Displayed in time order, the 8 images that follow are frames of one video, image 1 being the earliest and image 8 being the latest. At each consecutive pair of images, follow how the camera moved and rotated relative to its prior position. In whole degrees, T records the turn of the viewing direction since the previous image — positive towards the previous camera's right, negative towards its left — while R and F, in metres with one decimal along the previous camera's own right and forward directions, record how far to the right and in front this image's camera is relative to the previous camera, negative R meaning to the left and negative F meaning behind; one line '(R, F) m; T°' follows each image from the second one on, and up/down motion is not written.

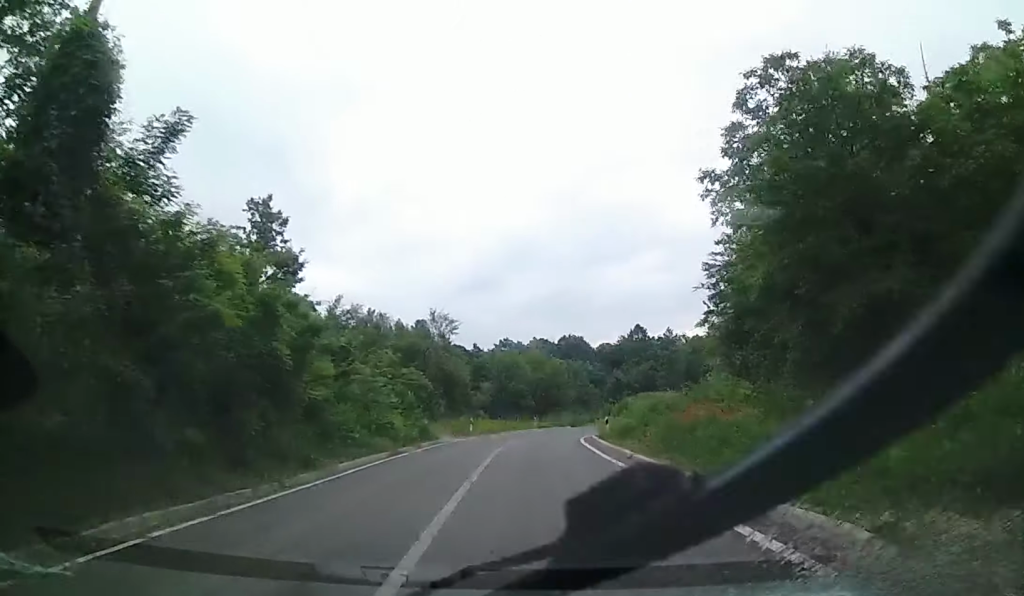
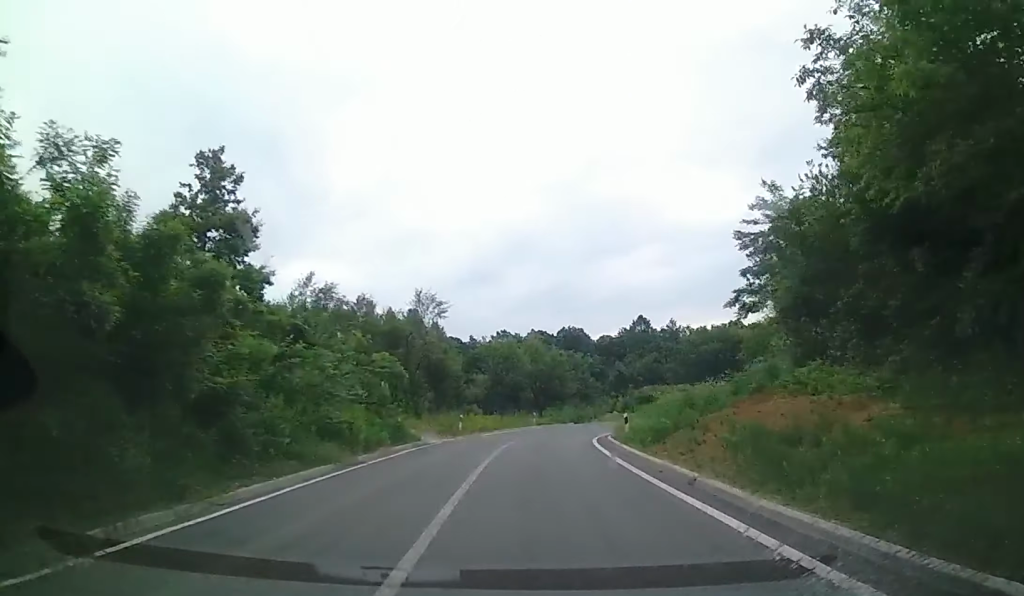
(0.0, +6.1) m; 0°
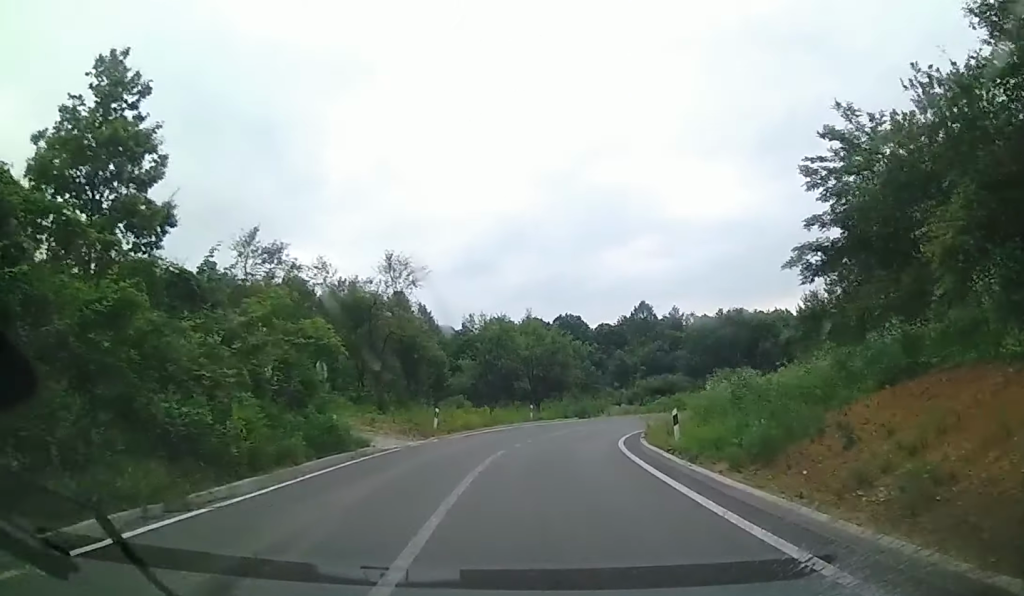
(-0.4, +8.3) m; -2°
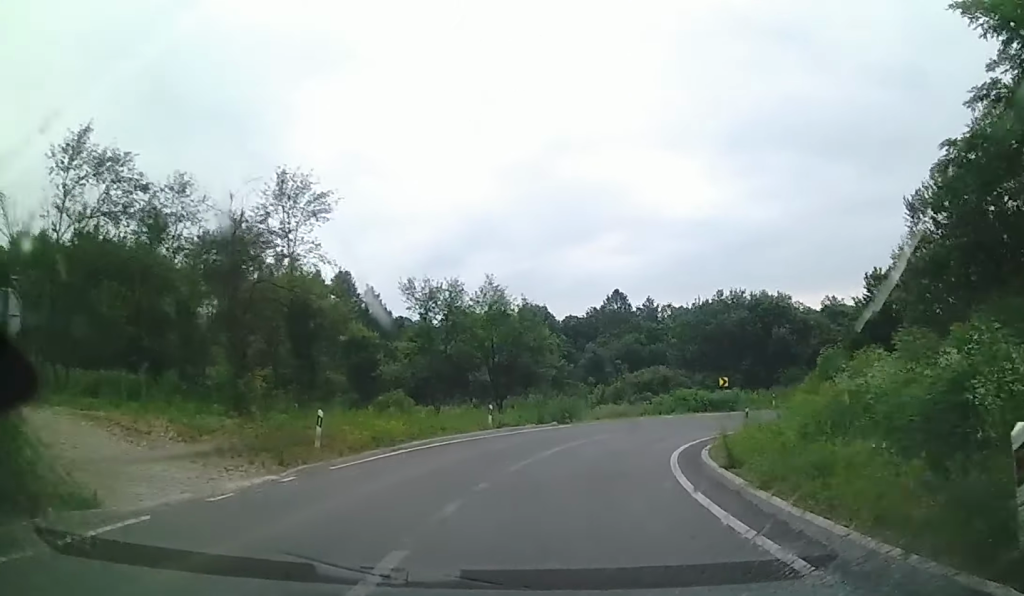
(-0.1, +12.1) m; +5°
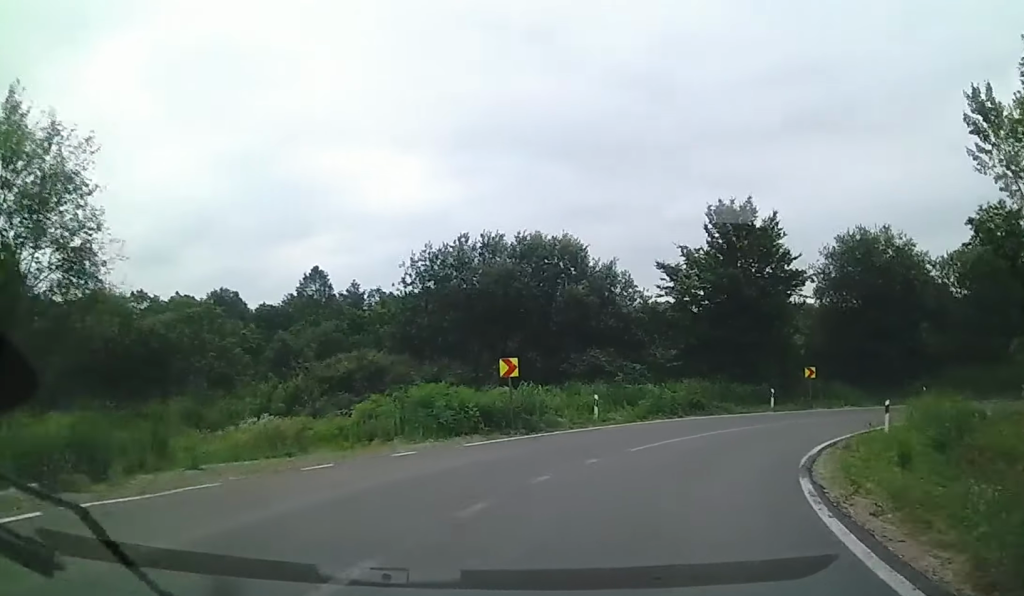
(+5.9, +20.8) m; +35°
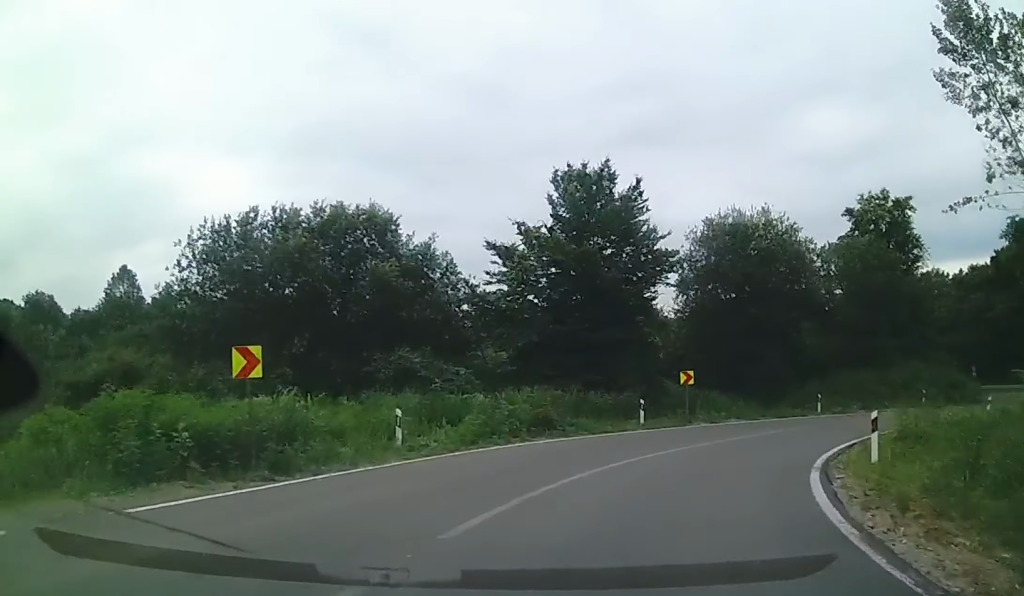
(+1.0, +7.3) m; +16°
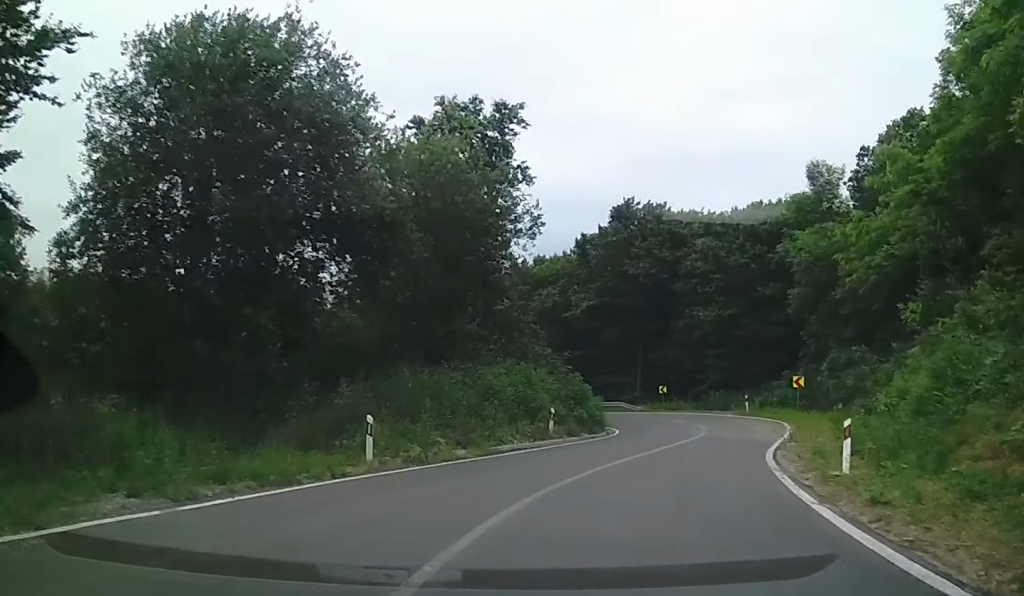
(+5.9, +16.7) m; +33°
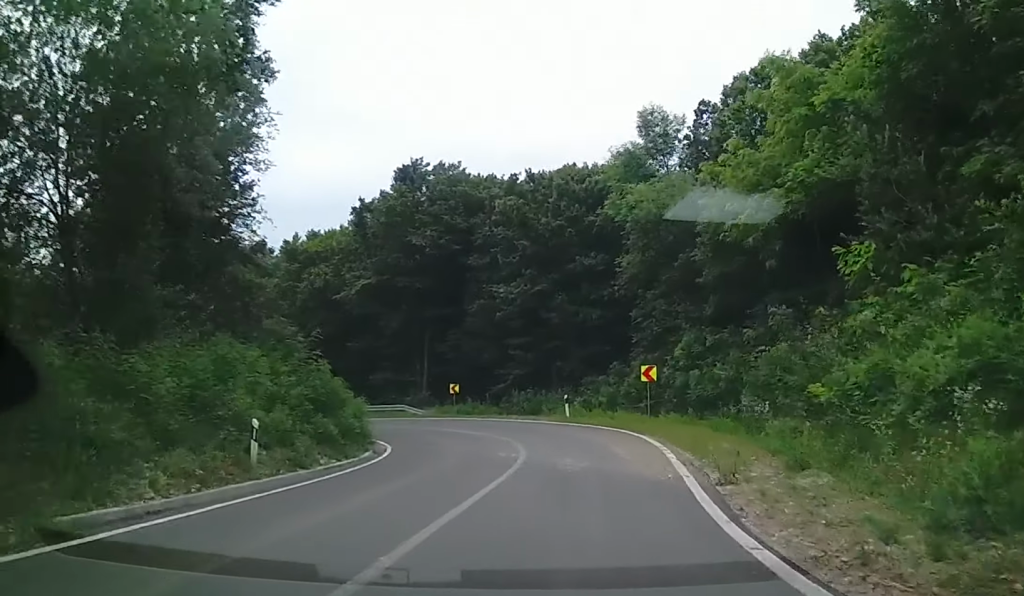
(+1.0, +10.2) m; +11°
